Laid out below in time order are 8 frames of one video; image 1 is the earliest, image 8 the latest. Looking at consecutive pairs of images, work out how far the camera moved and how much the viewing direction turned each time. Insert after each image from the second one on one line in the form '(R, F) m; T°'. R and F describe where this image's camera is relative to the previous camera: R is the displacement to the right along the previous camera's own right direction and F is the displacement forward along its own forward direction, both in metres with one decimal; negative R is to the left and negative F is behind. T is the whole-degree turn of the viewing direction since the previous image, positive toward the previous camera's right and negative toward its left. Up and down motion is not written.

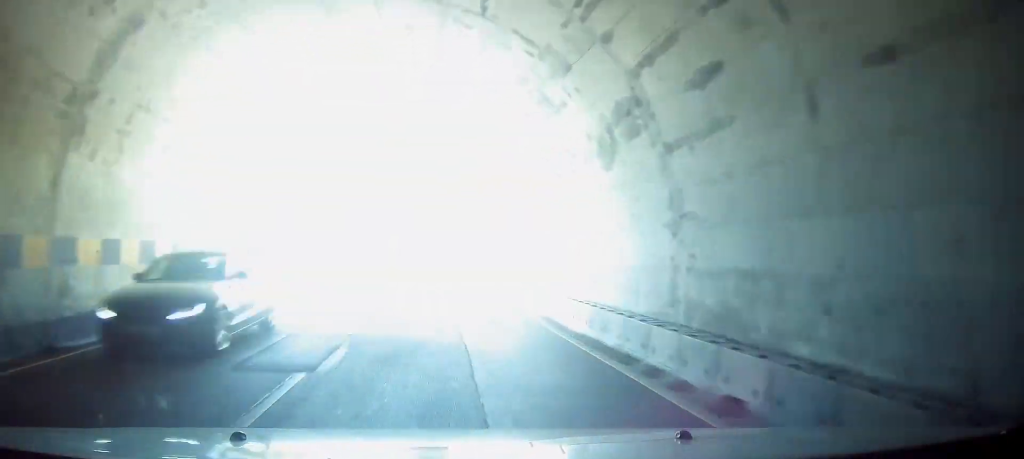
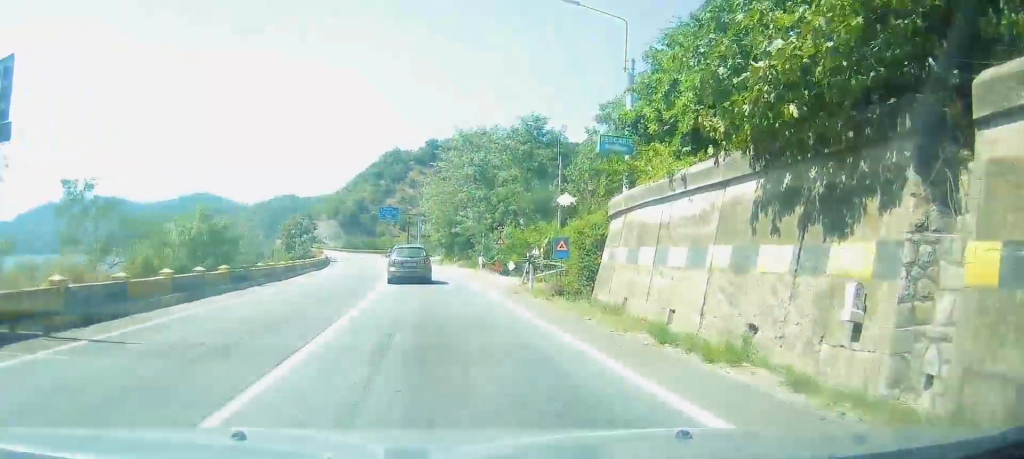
(-0.1, +25.3) m; -1°
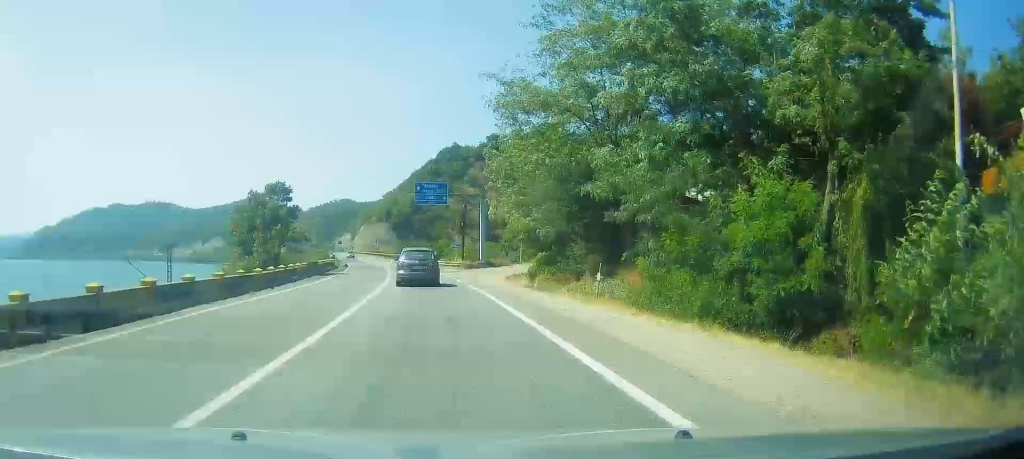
(-0.8, +35.6) m; -2°
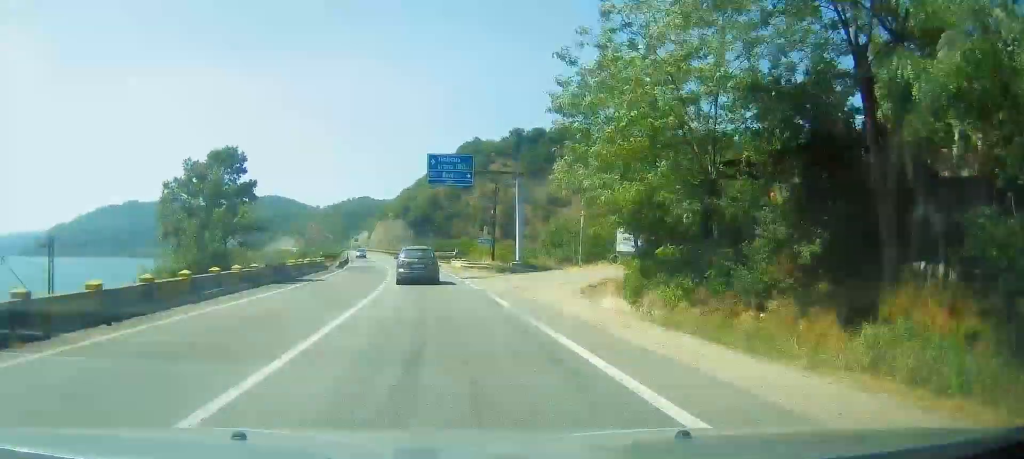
(+0.1, +14.3) m; -1°
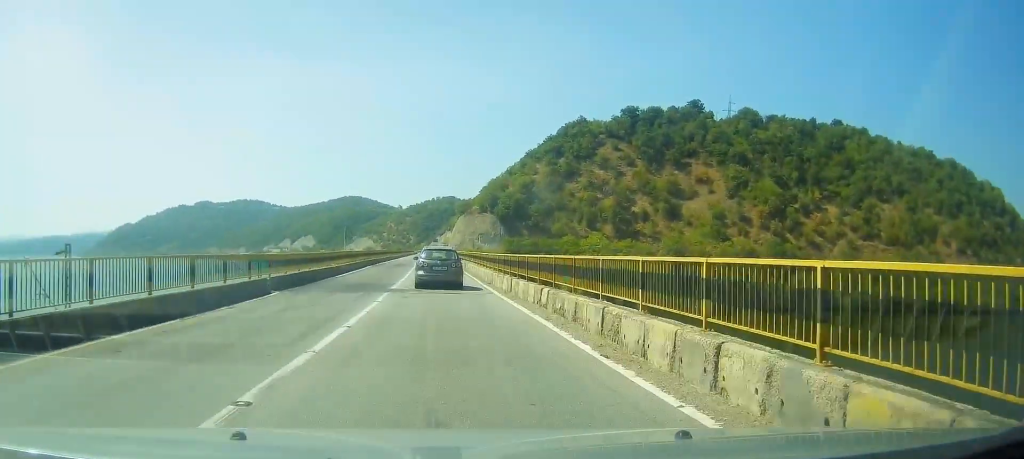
(-3.5, +63.2) m; -7°
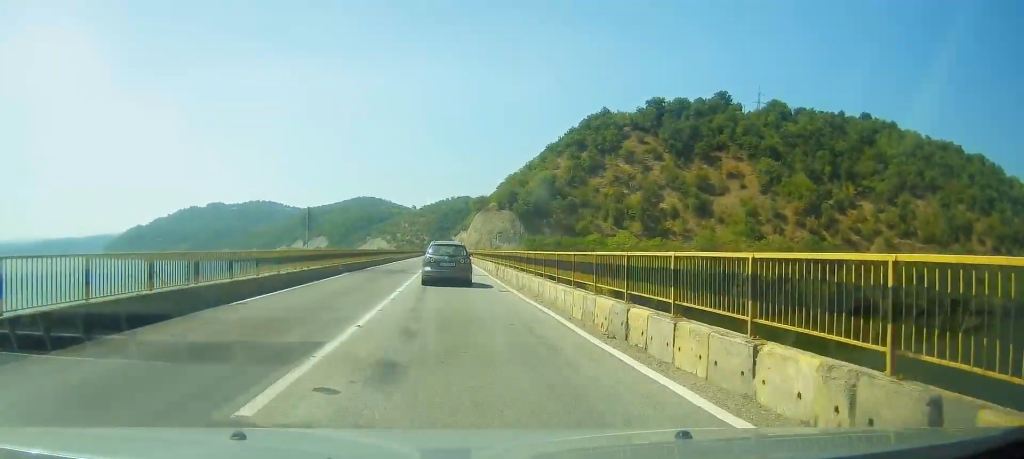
(-0.6, +17.7) m; -2°
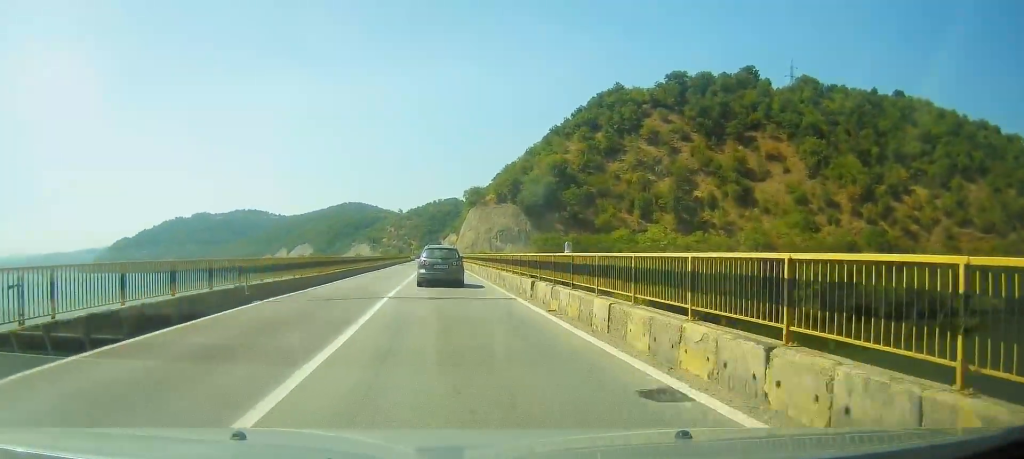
(-0.6, +44.7) m; 0°
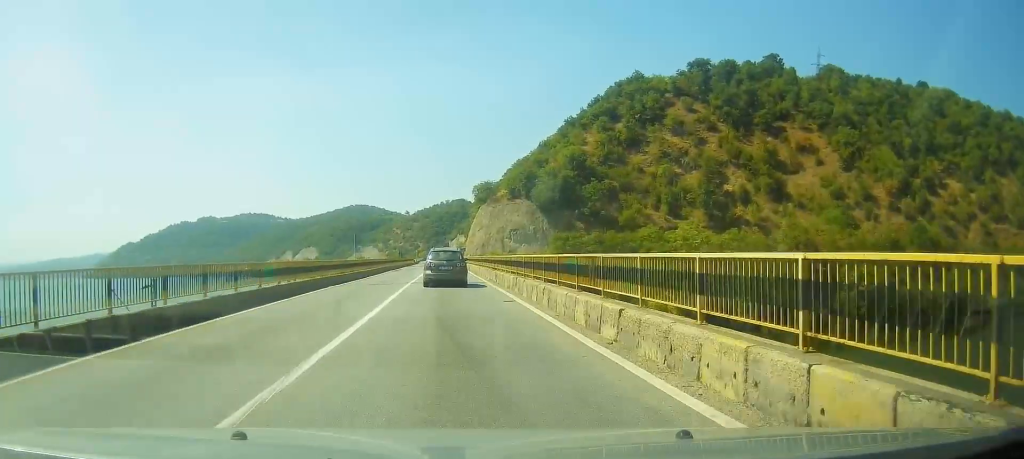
(+0.3, +18.3) m; 0°
